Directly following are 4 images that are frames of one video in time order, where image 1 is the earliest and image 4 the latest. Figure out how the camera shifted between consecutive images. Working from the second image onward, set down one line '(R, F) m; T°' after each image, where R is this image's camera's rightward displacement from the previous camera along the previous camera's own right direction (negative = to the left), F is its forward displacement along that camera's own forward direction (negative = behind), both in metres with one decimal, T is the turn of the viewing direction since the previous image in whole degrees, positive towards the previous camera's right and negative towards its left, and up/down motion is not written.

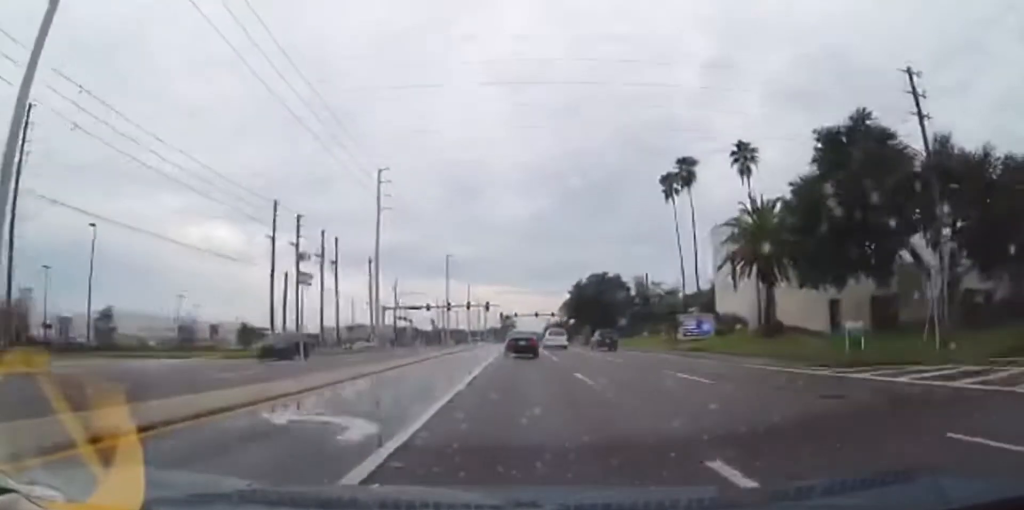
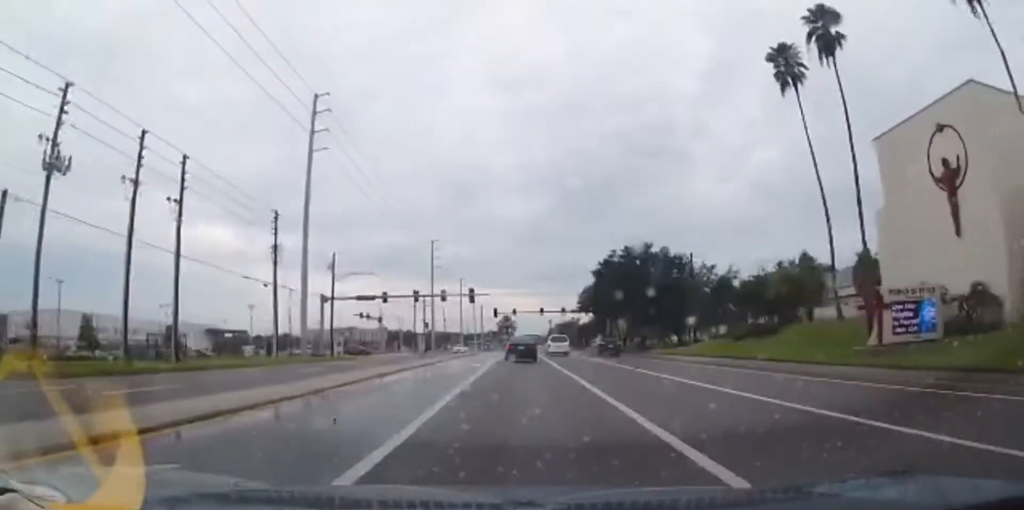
(+0.3, +30.7) m; +1°
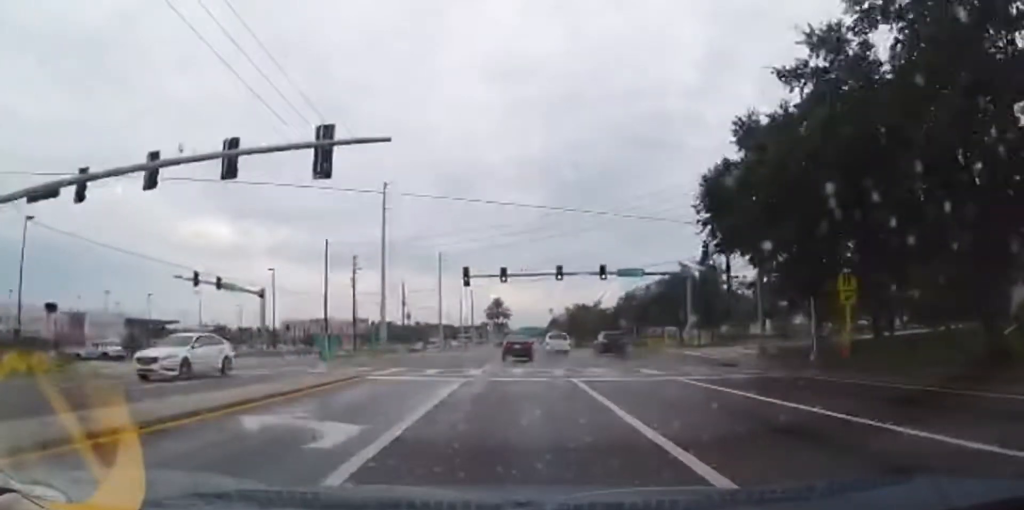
(+0.6, +48.0) m; 0°
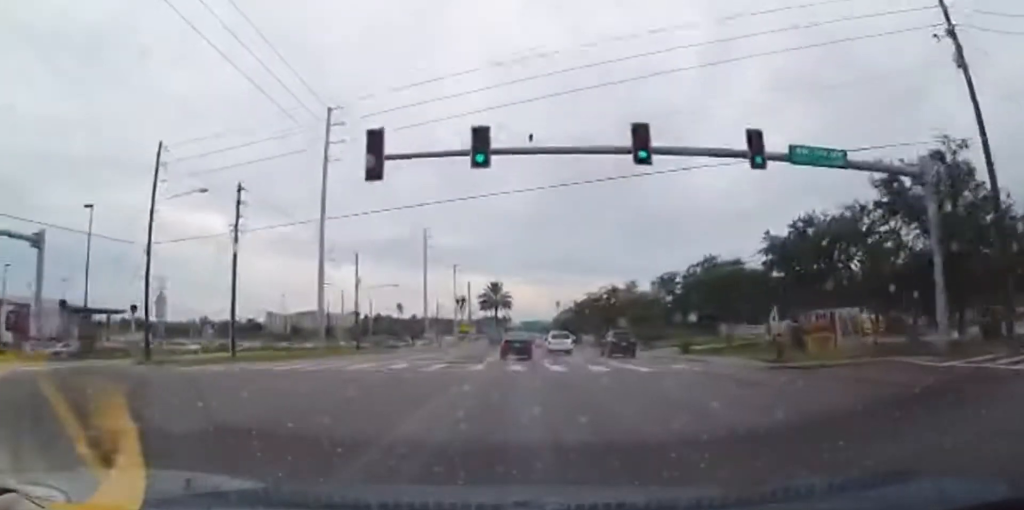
(-0.2, +31.4) m; 0°
